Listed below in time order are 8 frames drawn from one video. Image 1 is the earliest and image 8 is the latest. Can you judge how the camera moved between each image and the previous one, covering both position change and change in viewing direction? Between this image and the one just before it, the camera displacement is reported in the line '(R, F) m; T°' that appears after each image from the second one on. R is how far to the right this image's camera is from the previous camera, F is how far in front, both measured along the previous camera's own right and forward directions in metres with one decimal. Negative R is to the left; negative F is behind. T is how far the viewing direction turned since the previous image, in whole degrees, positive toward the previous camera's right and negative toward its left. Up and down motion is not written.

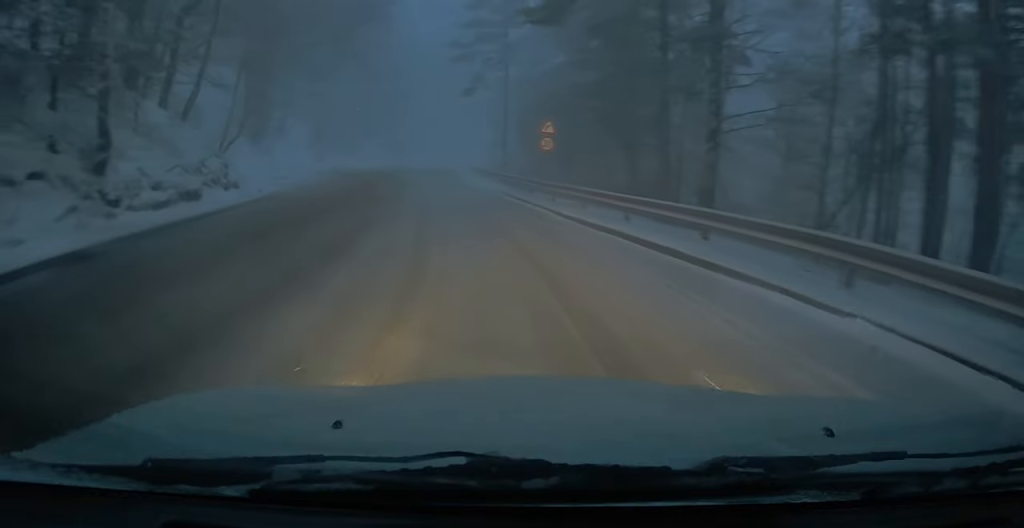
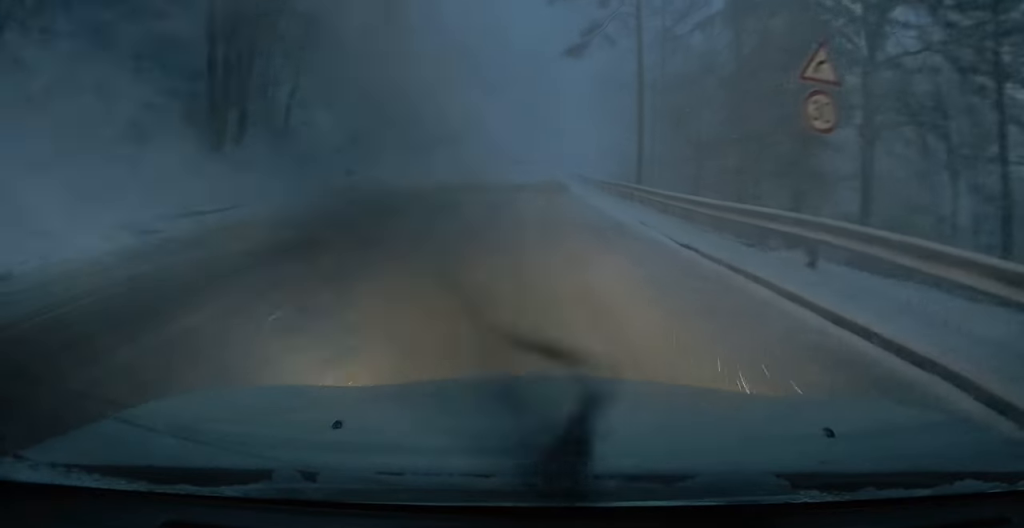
(-3.2, +20.0) m; -12°
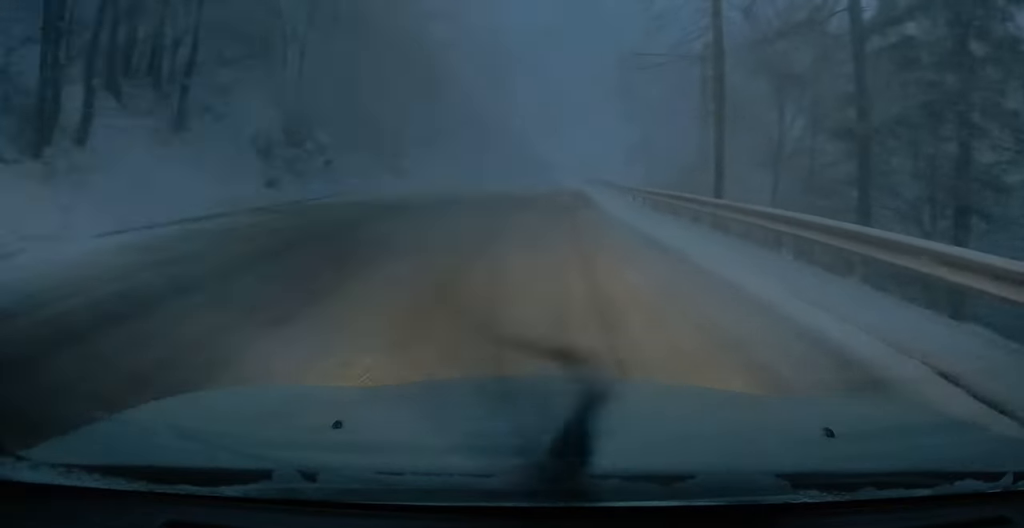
(+0.1, +13.6) m; 0°
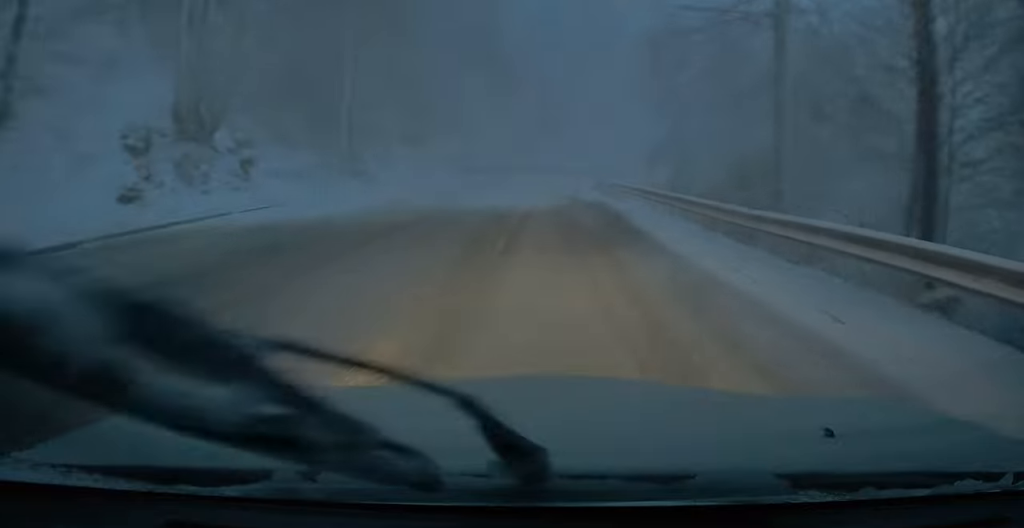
(0.0, +11.2) m; -2°
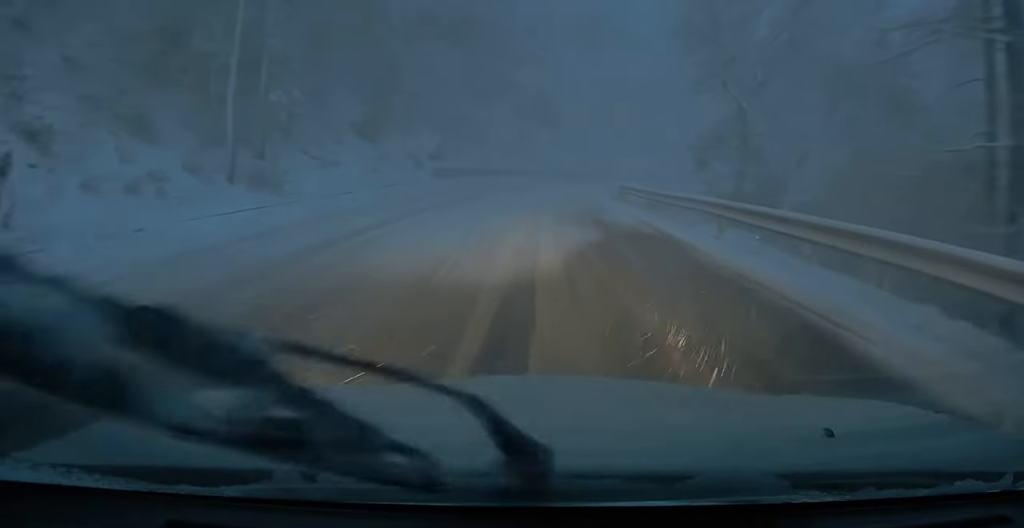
(-0.4, +13.0) m; -1°
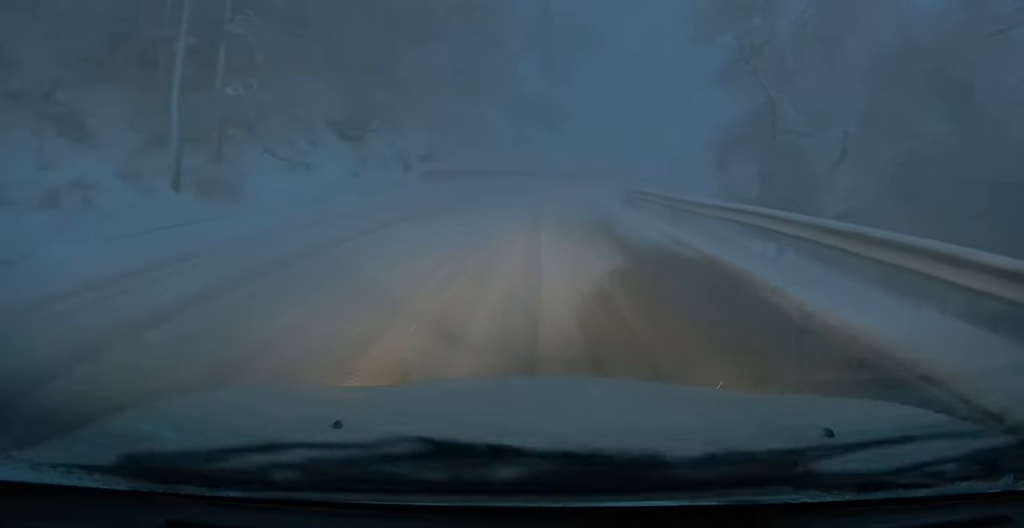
(+0.1, +3.4) m; +1°
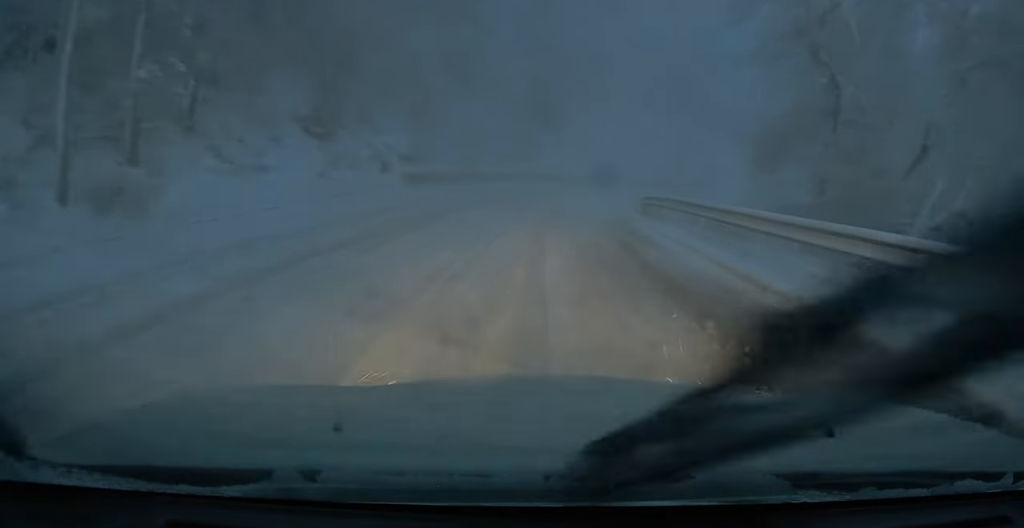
(+0.1, +4.8) m; +1°
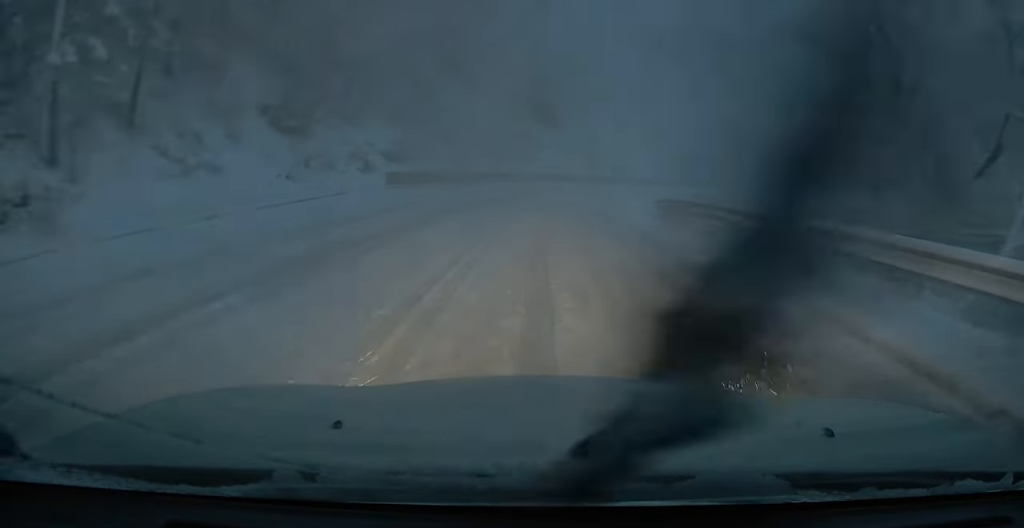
(+0.1, +3.2) m; 0°
